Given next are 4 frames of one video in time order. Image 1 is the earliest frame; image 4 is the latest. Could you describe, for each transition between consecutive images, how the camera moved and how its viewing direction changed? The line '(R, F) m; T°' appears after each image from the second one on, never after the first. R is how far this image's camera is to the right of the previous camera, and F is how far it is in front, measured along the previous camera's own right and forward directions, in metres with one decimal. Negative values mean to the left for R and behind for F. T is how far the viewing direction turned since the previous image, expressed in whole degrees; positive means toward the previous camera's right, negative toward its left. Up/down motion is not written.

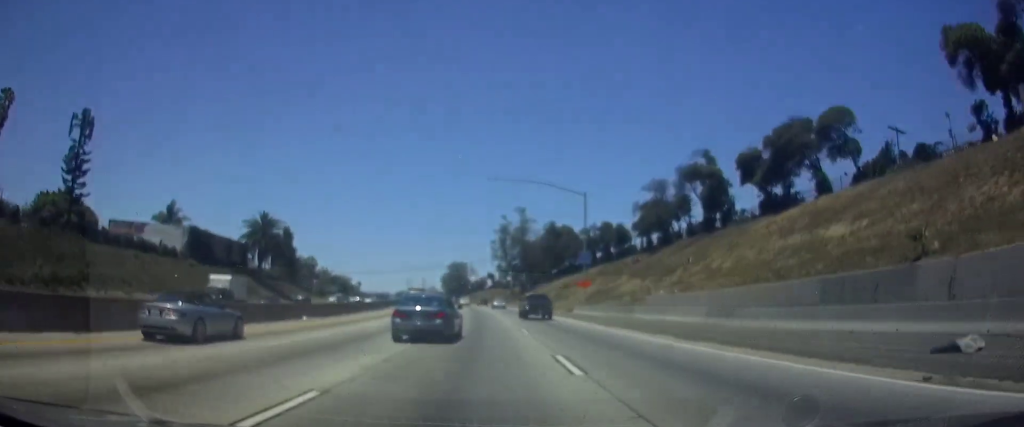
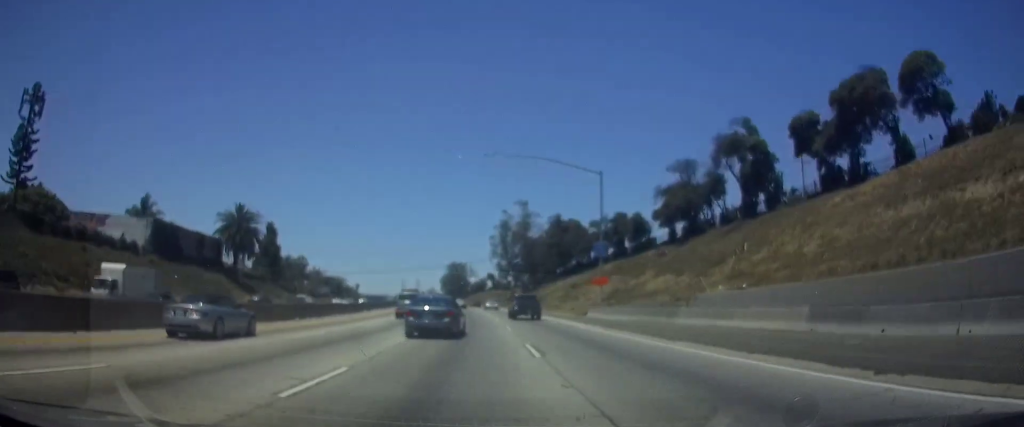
(0.0, +10.7) m; 0°
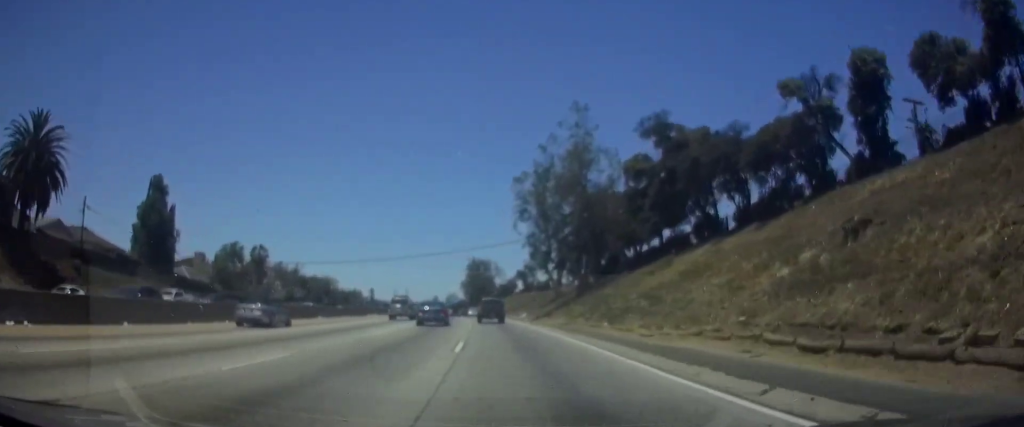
(-1.0, +56.0) m; -3°
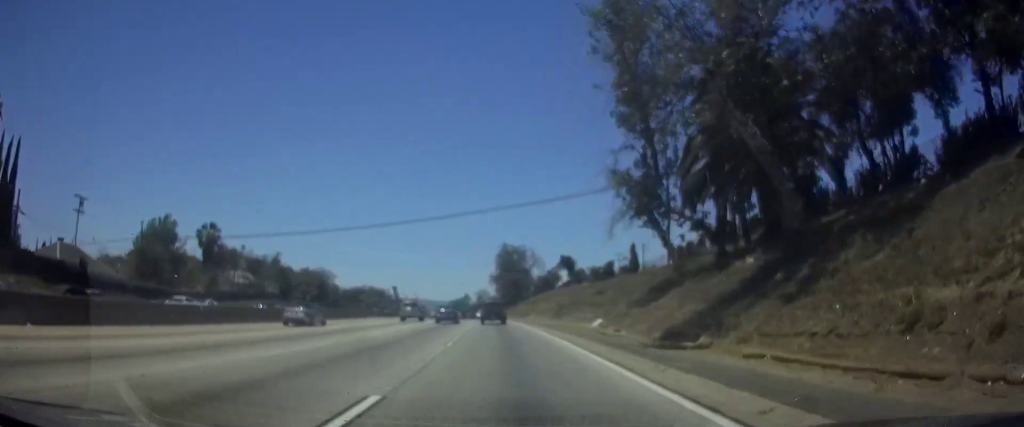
(-1.2, +41.1) m; -4°
